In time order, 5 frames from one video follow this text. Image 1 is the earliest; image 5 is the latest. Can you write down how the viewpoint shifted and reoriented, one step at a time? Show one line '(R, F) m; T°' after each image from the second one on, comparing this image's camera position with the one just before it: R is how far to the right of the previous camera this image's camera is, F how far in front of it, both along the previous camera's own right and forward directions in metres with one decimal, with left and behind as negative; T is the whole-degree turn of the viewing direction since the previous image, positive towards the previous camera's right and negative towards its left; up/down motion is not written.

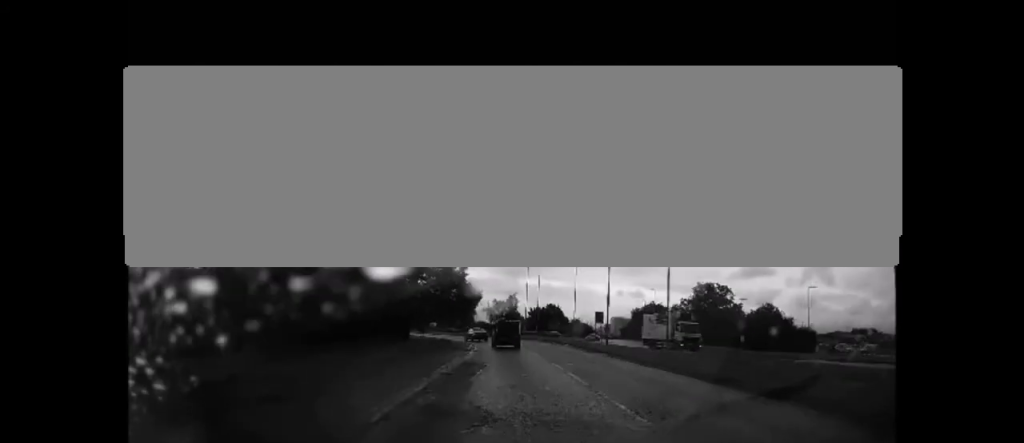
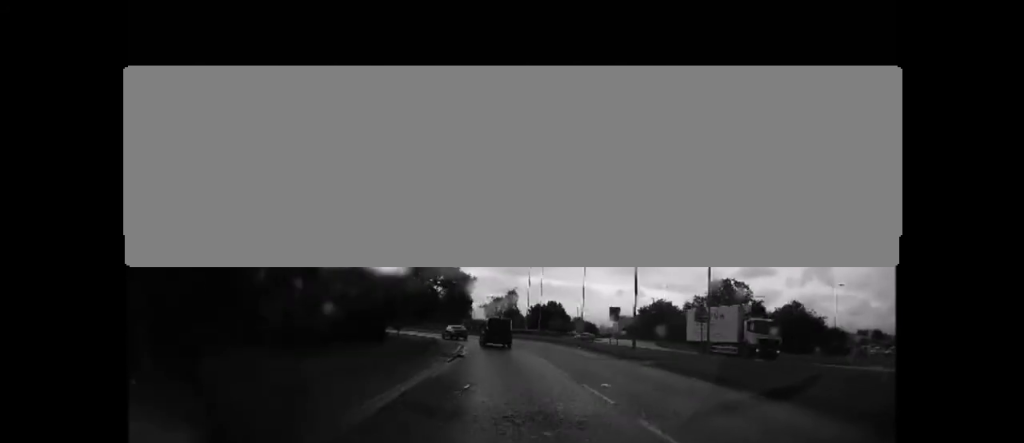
(0.0, +8.1) m; 0°
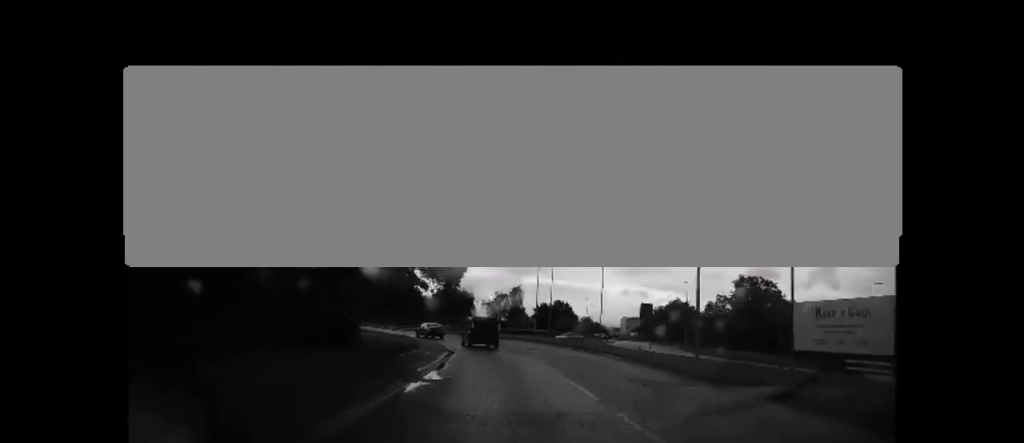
(+0.1, +9.0) m; +1°
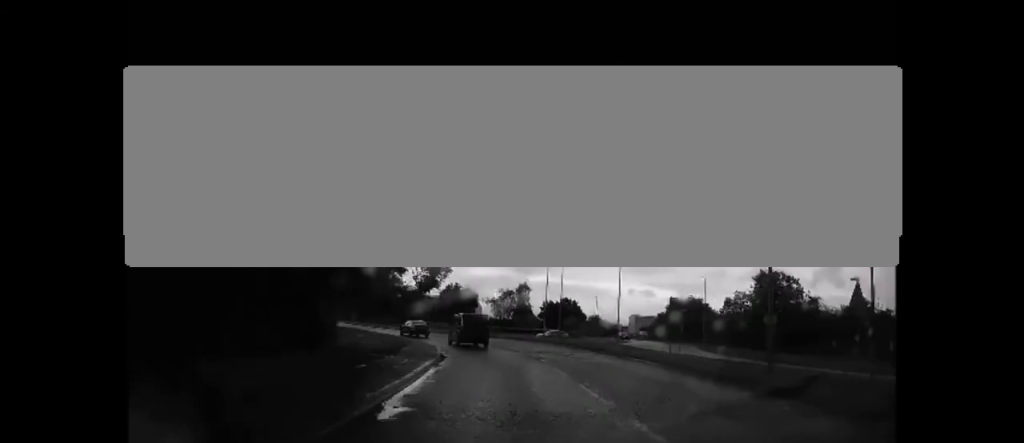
(0.0, +5.8) m; 0°
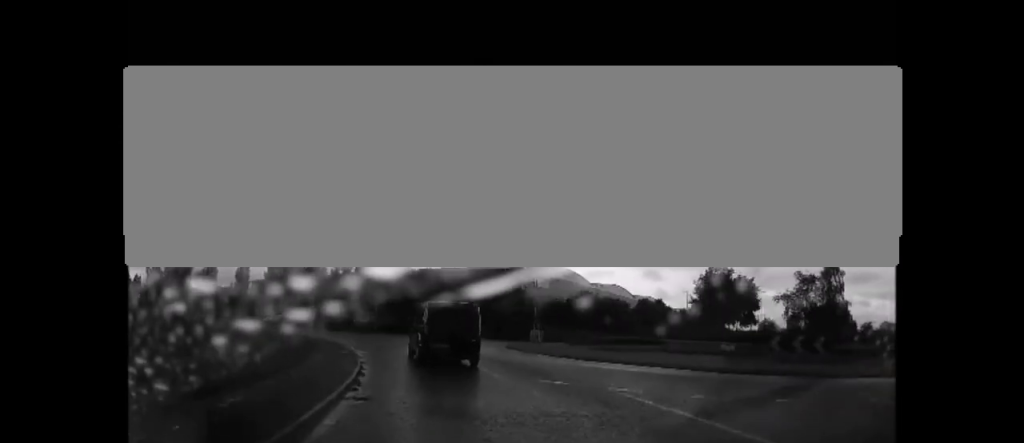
(-8.3, +44.9) m; -31°
